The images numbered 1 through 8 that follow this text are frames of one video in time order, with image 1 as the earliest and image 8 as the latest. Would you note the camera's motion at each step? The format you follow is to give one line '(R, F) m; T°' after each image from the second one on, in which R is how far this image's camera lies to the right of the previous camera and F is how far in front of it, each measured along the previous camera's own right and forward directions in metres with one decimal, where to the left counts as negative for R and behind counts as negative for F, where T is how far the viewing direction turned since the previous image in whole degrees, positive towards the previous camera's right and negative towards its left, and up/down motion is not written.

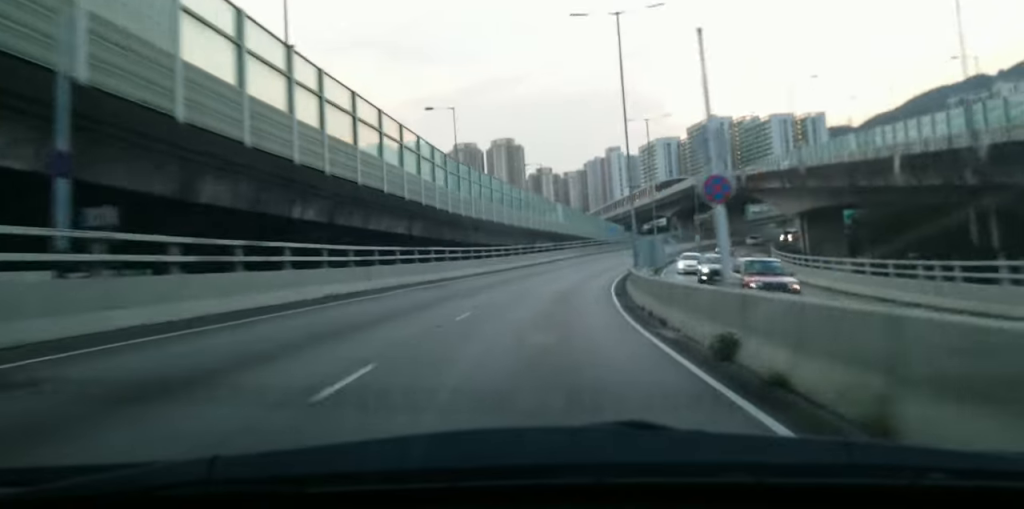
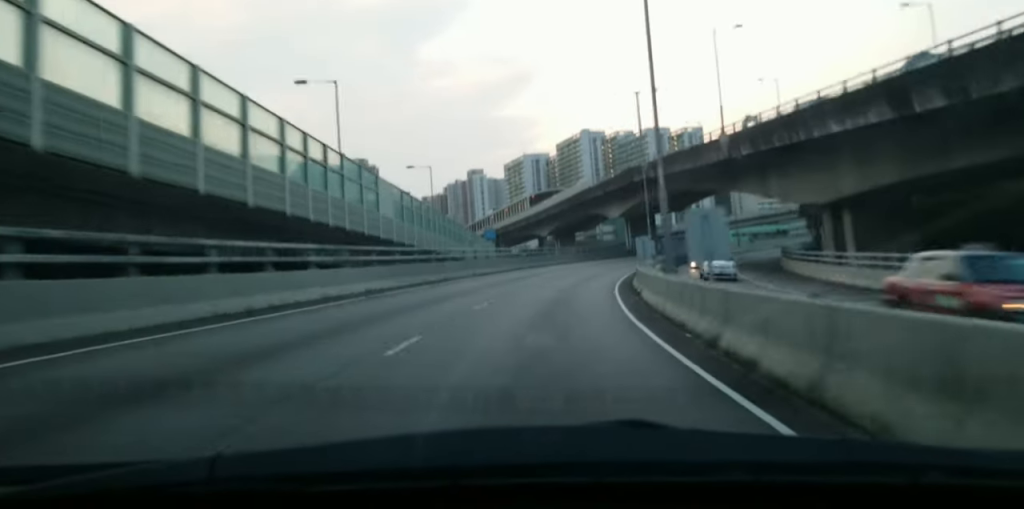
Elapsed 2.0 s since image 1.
(+4.3, +50.4) m; +10°
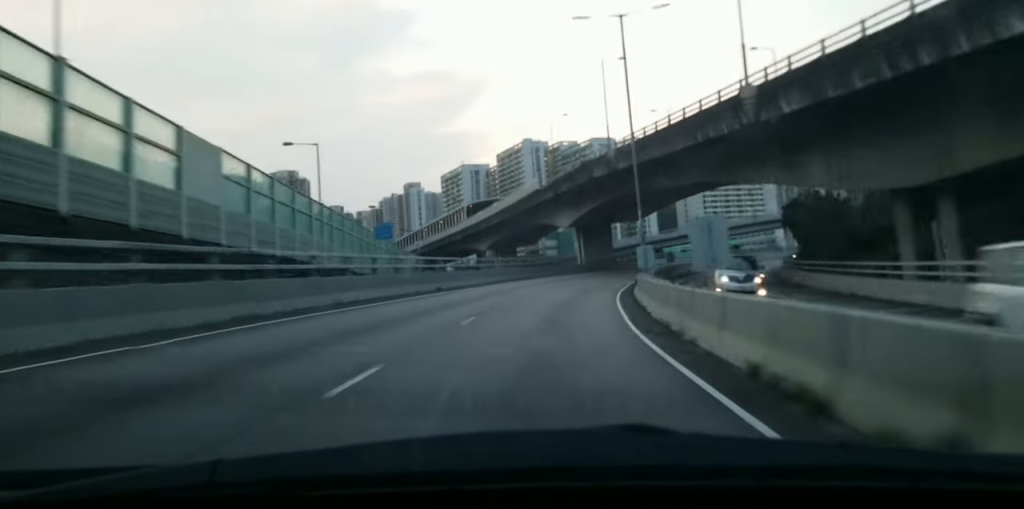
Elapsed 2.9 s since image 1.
(+0.4, +20.9) m; +4°
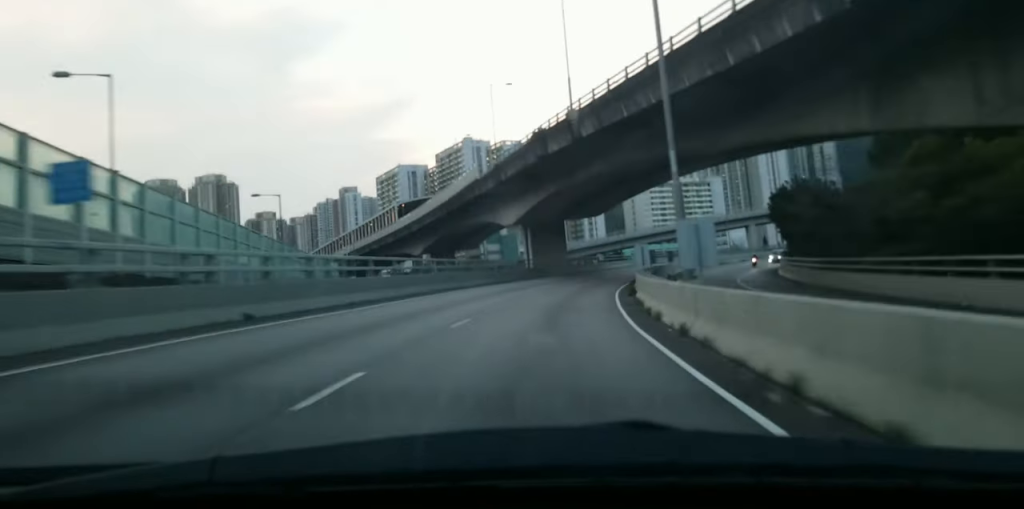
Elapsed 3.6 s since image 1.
(+0.9, +18.8) m; +5°
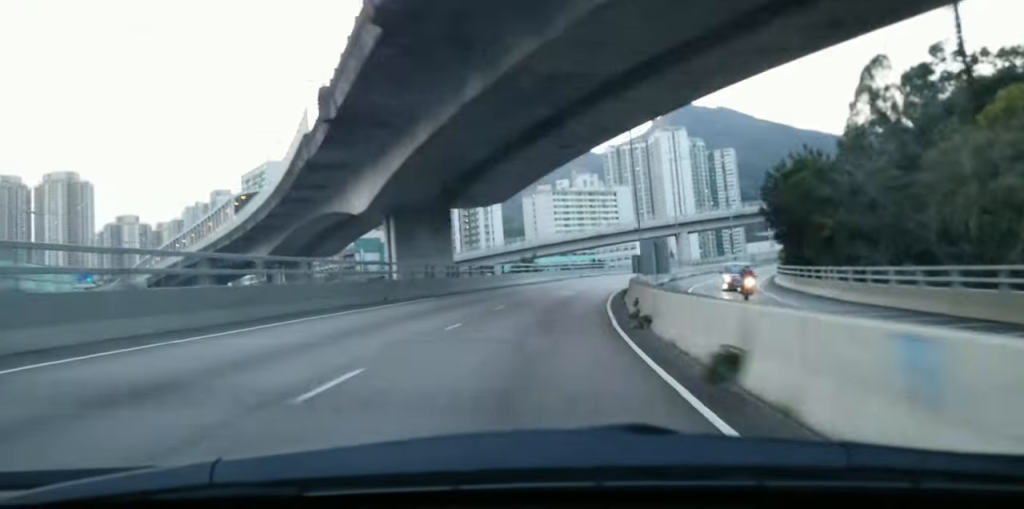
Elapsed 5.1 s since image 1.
(+3.0, +35.3) m; +8°
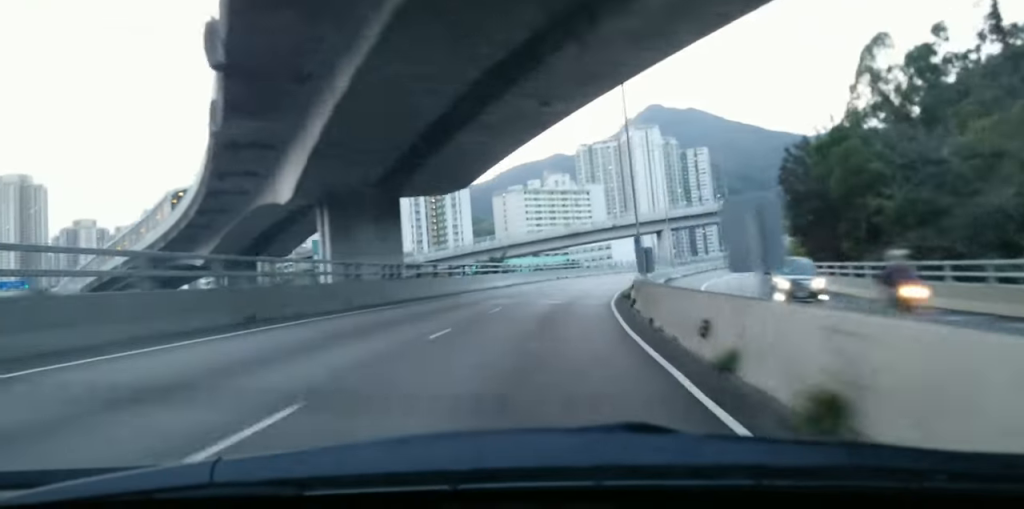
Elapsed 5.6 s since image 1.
(+0.5, +11.8) m; +2°
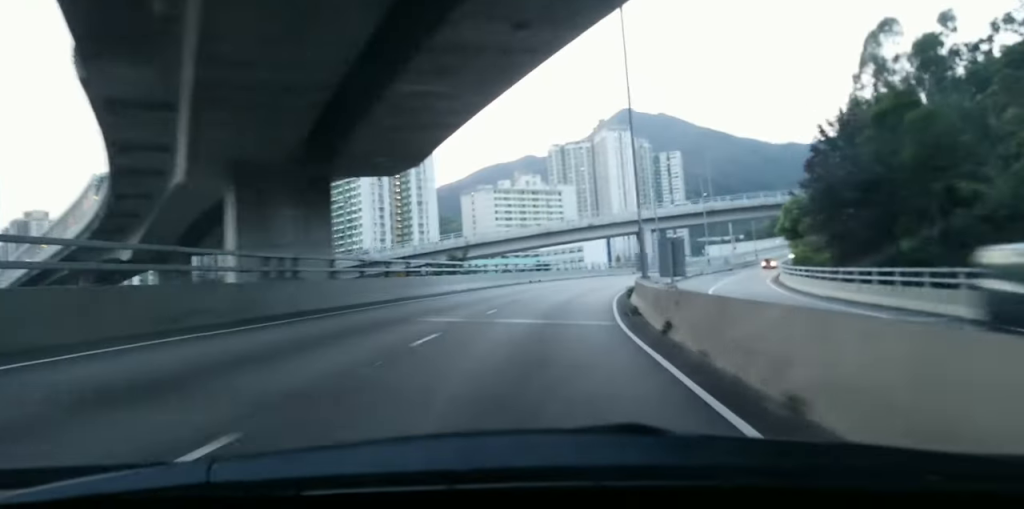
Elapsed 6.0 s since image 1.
(+0.1, +10.8) m; +2°
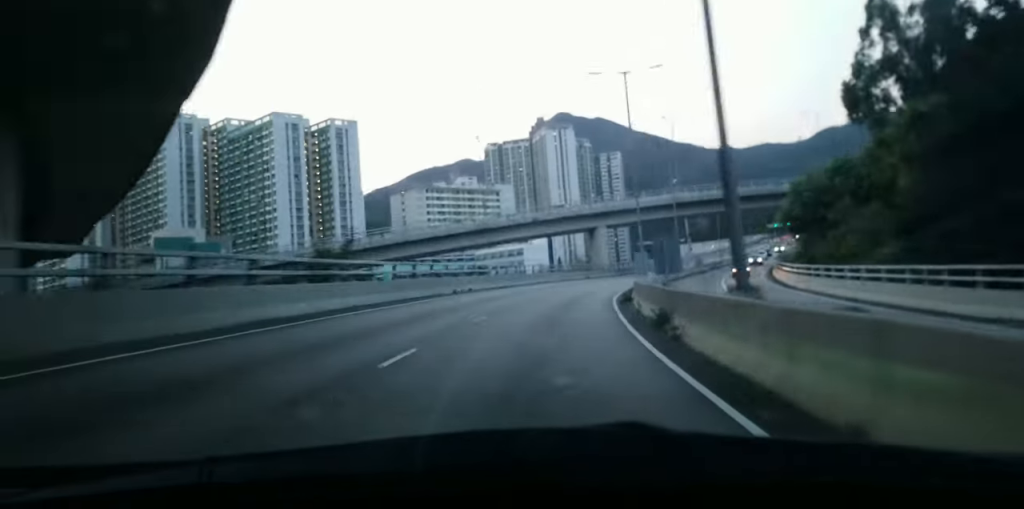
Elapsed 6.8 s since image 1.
(0.0, +20.5) m; +4°
